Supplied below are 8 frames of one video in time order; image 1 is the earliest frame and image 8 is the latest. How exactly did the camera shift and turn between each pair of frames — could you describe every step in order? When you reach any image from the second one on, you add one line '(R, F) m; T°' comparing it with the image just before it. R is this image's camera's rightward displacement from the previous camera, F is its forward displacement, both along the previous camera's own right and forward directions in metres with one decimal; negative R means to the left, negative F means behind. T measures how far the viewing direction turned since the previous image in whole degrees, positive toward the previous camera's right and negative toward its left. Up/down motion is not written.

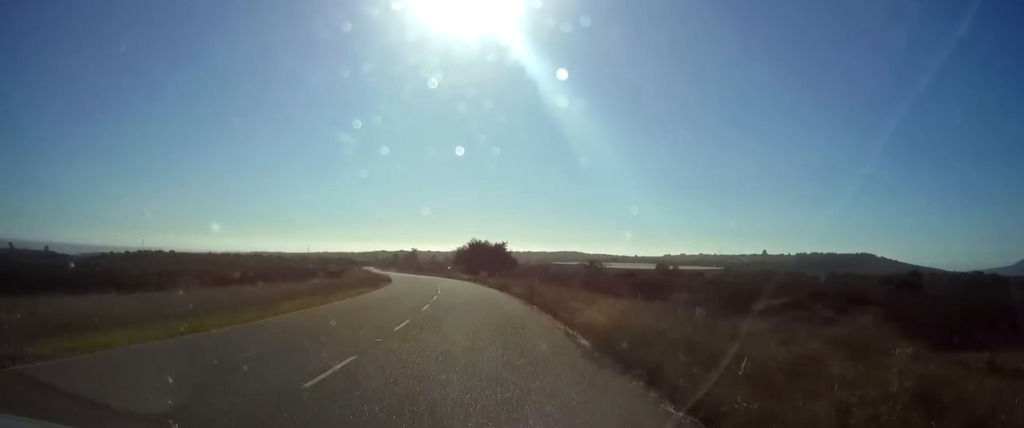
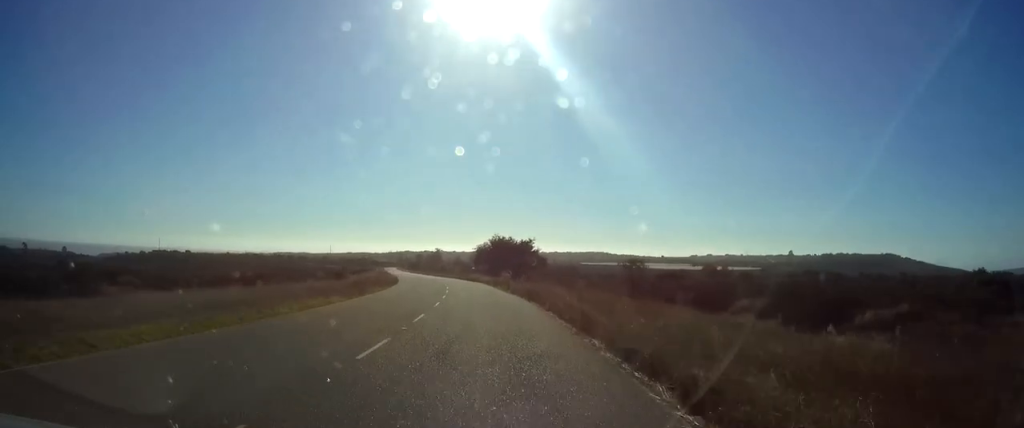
(-0.1, +11.5) m; -1°
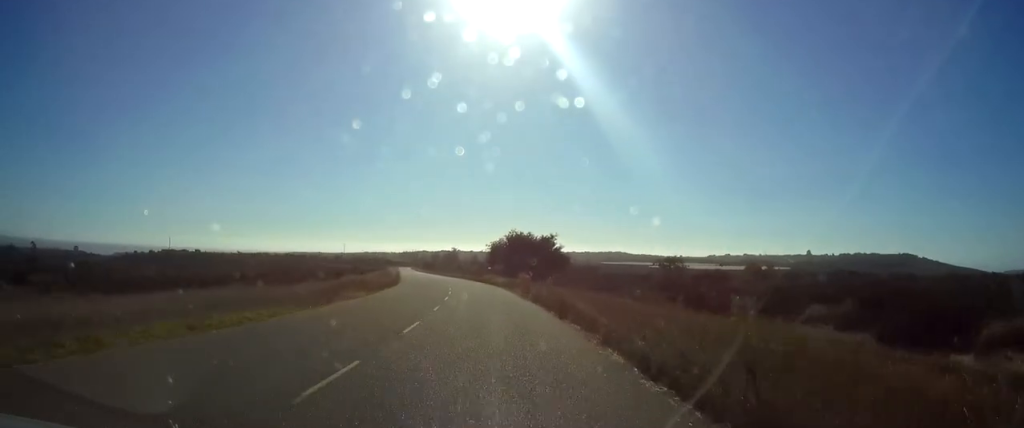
(+0.1, +10.1) m; -2°
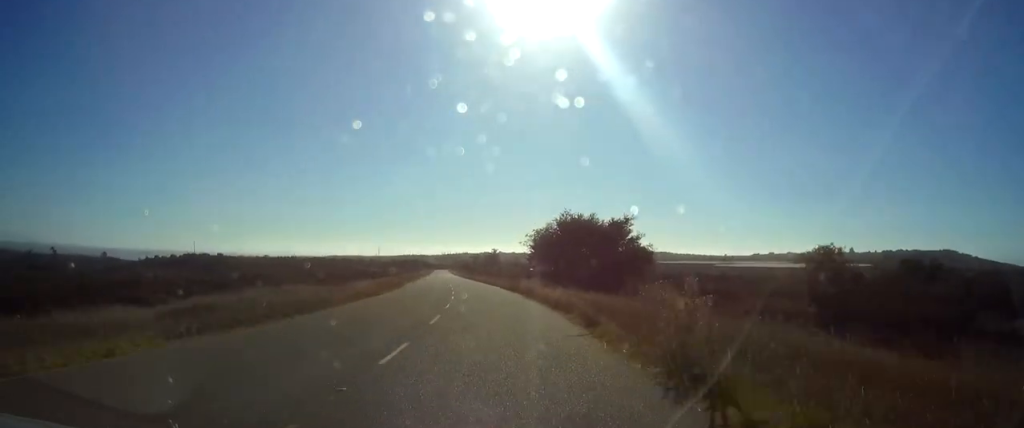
(-1.6, +25.9) m; -6°
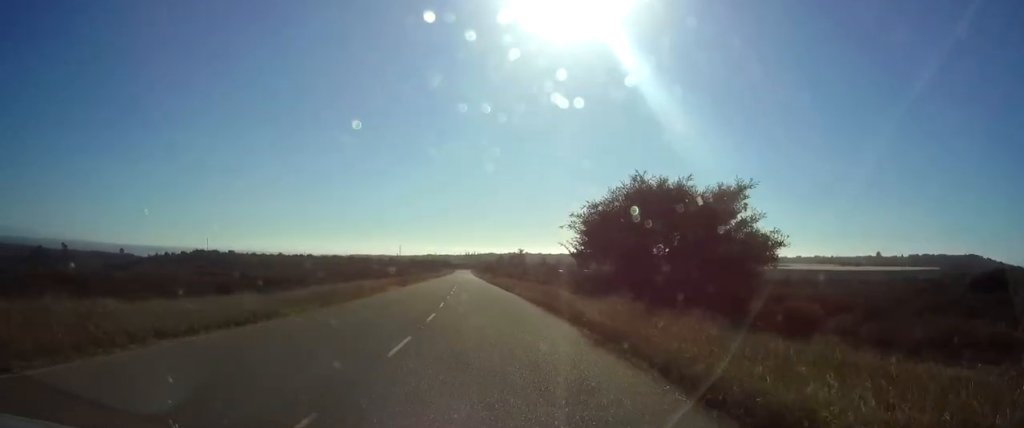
(-0.6, +20.0) m; -3°
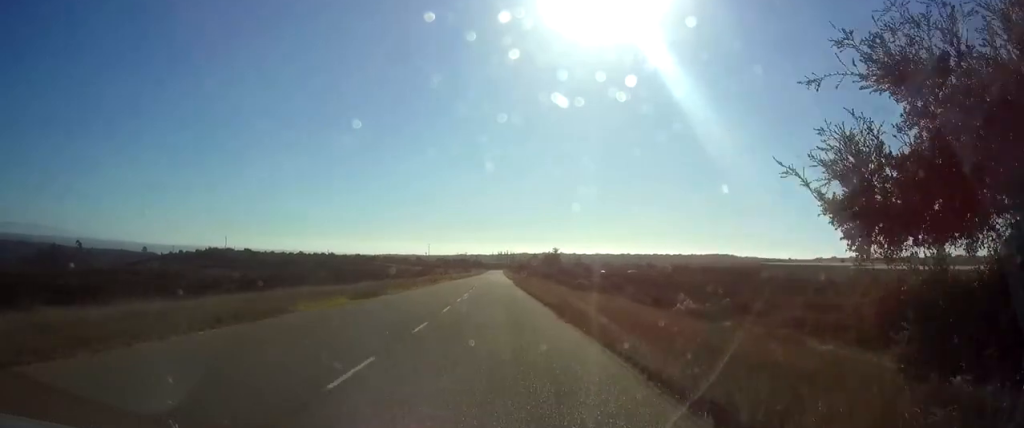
(-0.2, +24.5) m; -1°
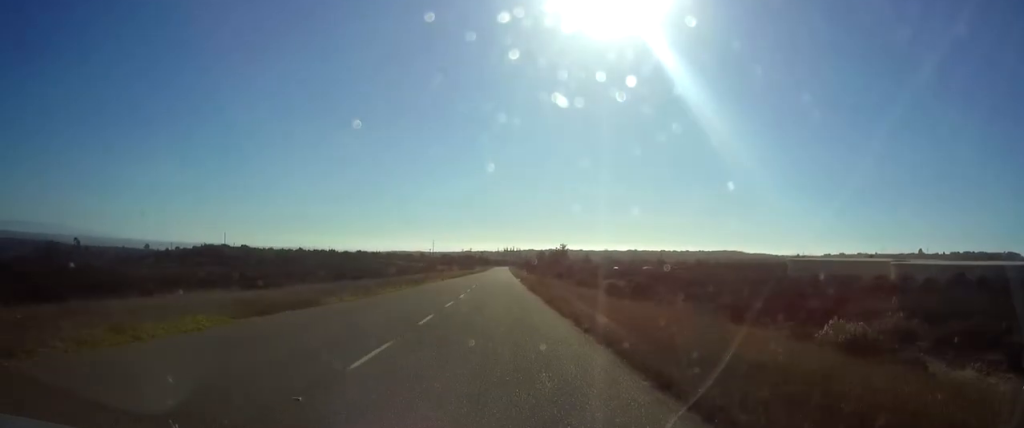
(-0.2, +12.5) m; -1°
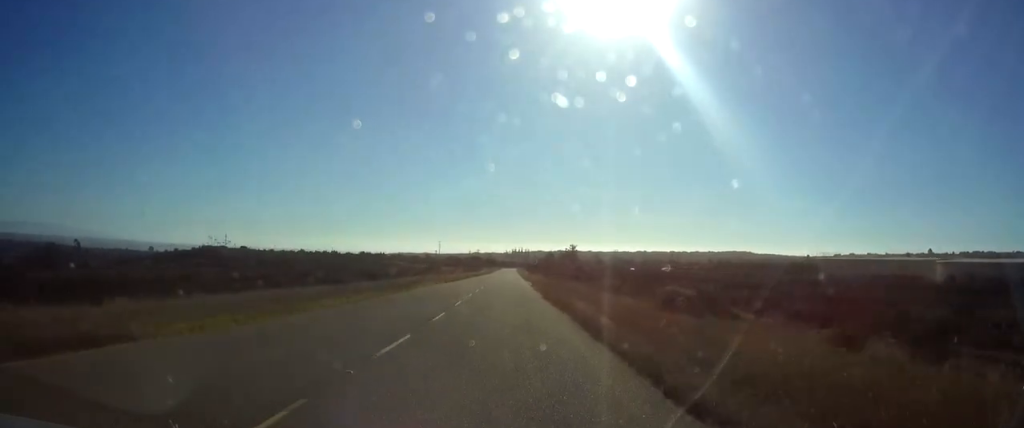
(-0.1, +11.8) m; -1°
